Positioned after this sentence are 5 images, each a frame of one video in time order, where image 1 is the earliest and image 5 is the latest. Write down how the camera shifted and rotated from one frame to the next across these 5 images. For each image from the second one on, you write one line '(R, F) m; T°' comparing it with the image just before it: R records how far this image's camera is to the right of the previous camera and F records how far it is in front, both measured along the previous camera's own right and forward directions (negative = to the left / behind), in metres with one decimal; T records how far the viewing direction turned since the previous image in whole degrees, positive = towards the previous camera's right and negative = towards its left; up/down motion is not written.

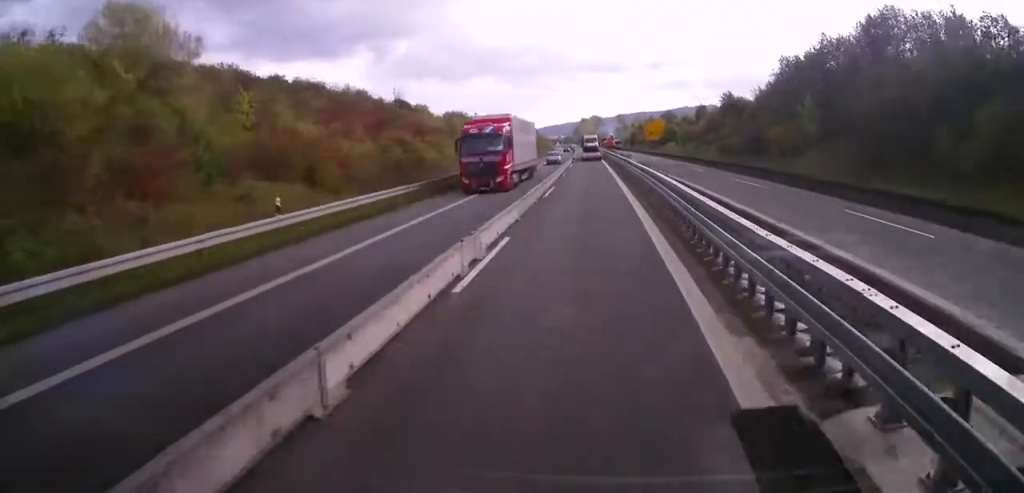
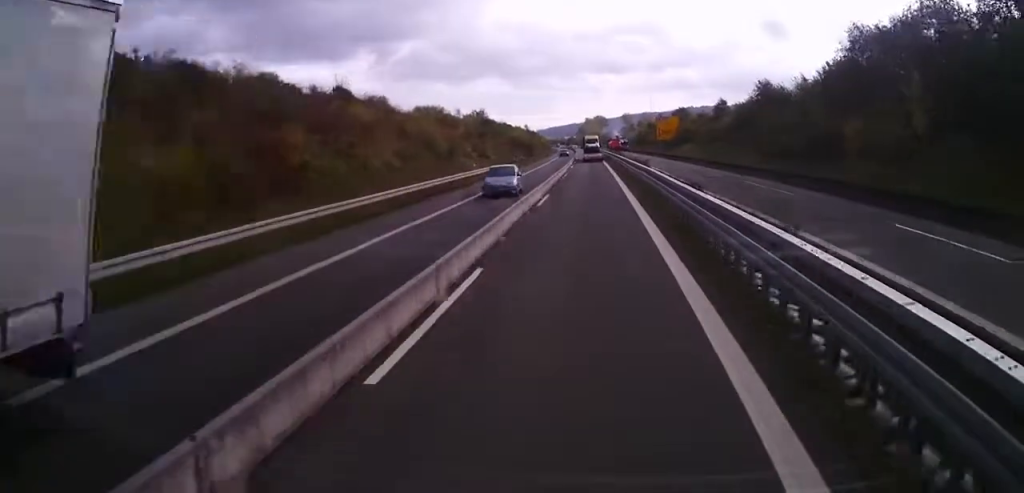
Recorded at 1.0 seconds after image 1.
(-1.1, +21.9) m; -3°
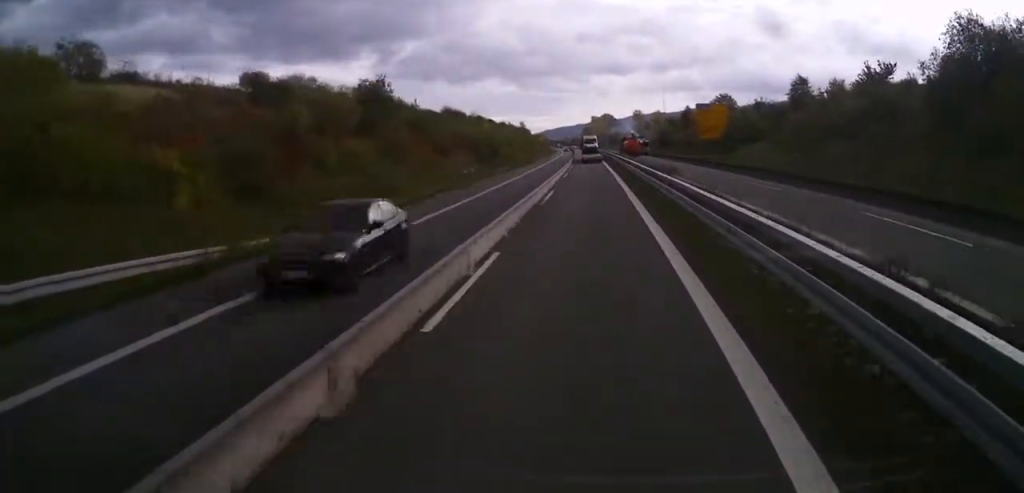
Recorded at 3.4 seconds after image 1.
(-0.8, +51.9) m; -2°
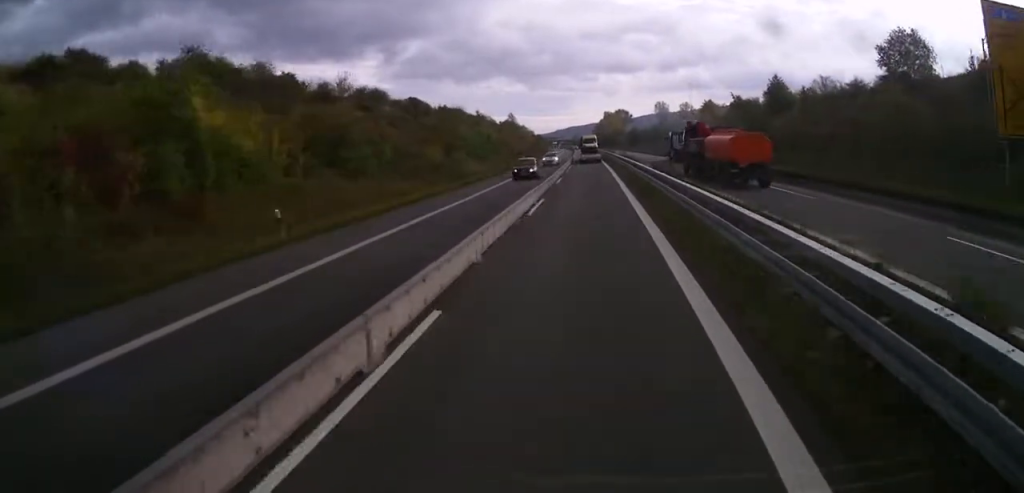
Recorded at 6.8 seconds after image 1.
(-0.3, +76.5) m; -2°
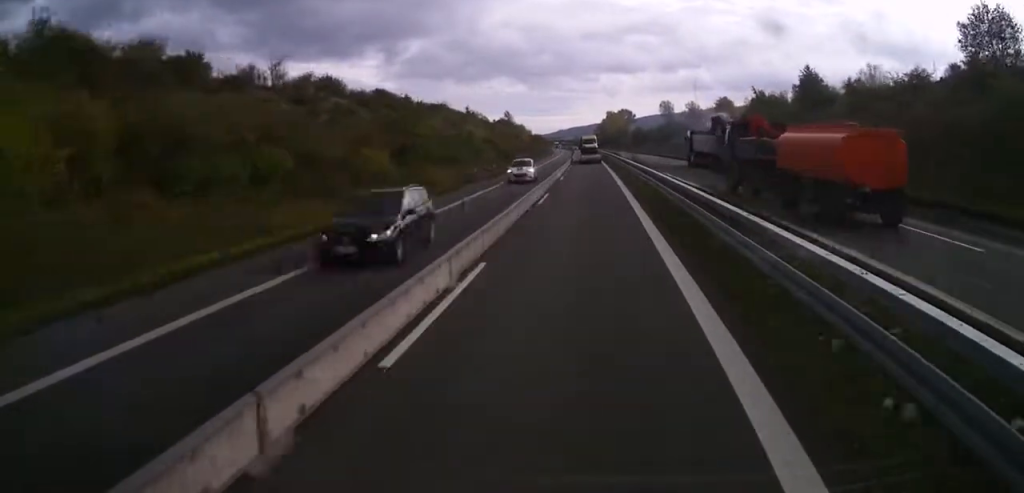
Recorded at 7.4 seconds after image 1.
(-0.1, +14.4) m; 0°
